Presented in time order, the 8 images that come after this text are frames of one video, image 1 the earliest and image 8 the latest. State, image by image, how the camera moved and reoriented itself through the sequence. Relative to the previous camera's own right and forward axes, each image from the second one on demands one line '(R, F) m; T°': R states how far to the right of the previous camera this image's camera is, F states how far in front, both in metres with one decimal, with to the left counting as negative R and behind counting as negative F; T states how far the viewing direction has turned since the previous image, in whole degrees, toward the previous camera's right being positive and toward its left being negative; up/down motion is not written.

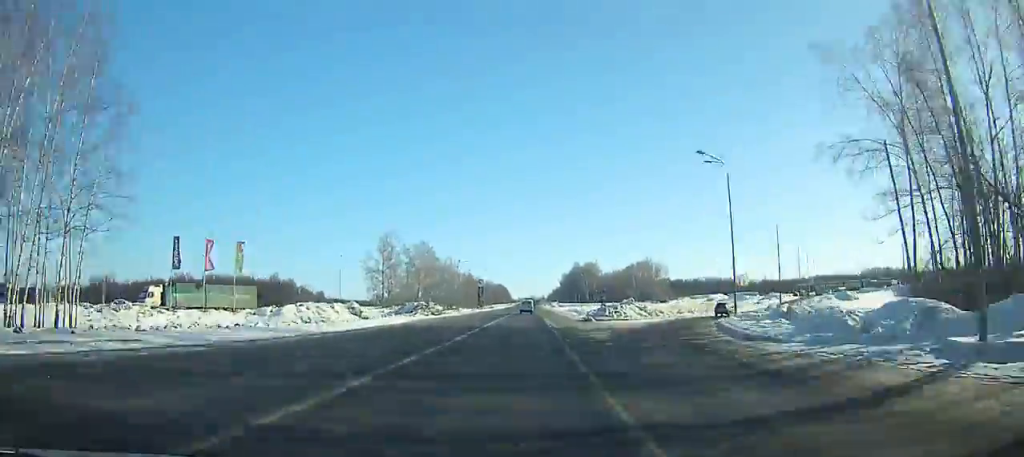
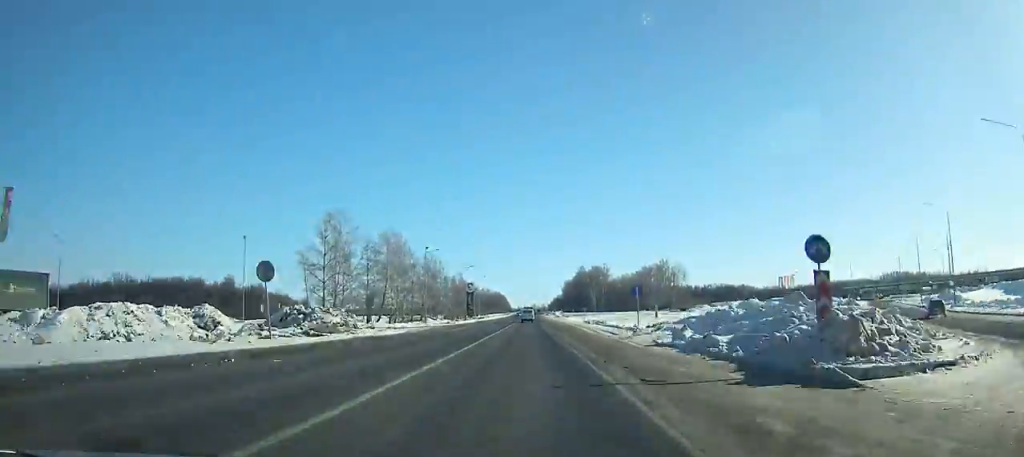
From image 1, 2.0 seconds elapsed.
(-0.1, +40.4) m; 0°
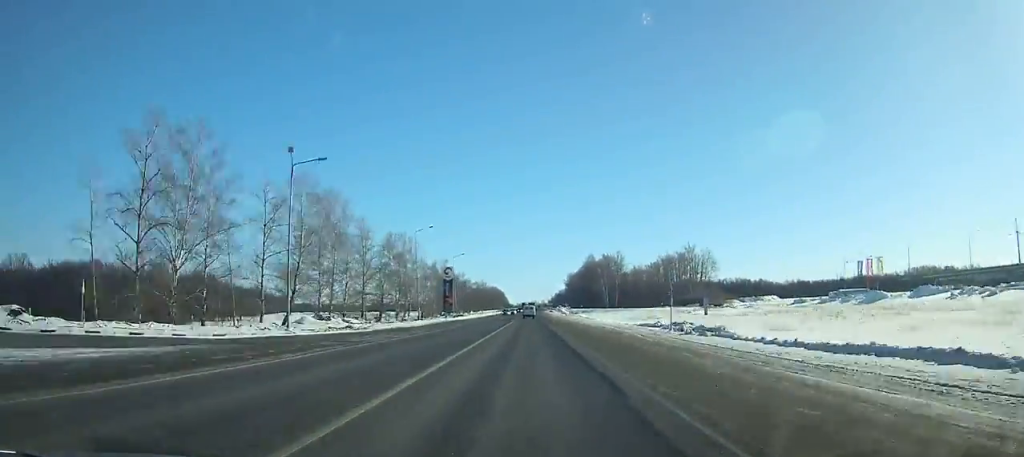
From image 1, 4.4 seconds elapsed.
(-0.2, +48.7) m; 0°
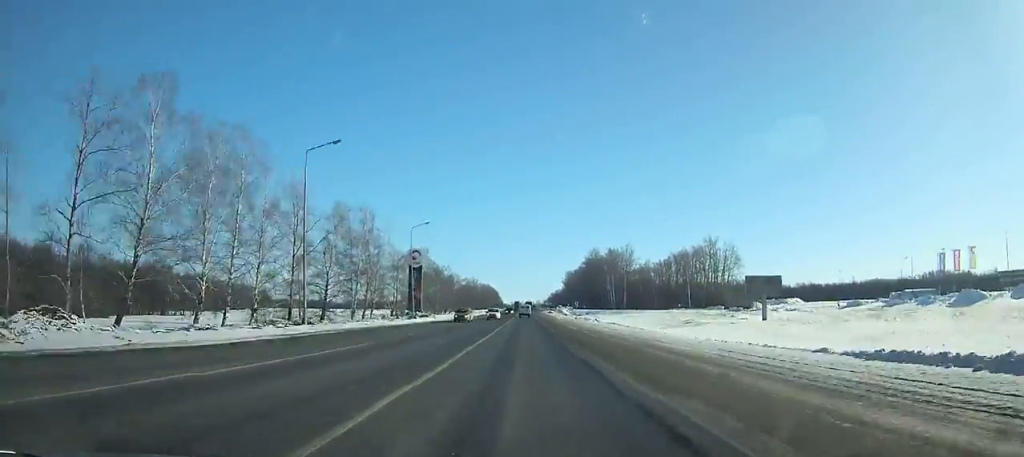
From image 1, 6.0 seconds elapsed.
(-0.1, +32.5) m; 0°
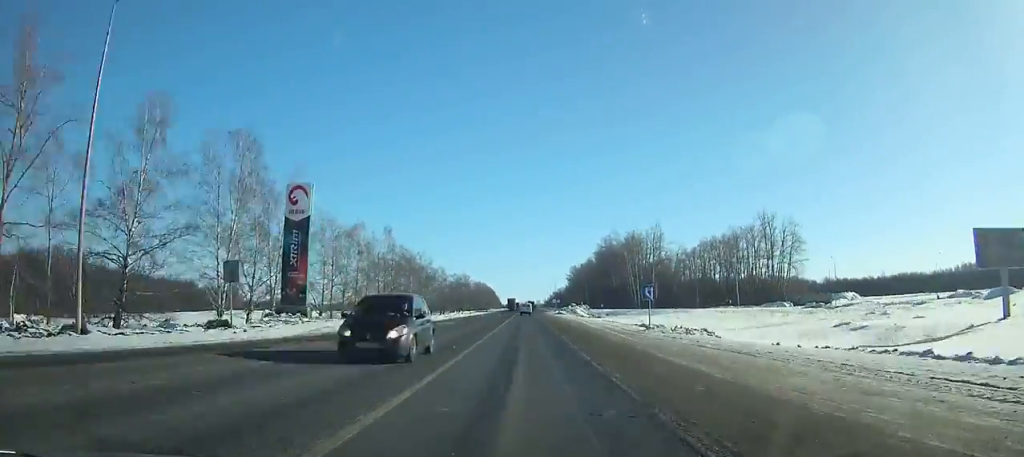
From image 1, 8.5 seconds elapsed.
(-0.1, +50.9) m; 0°
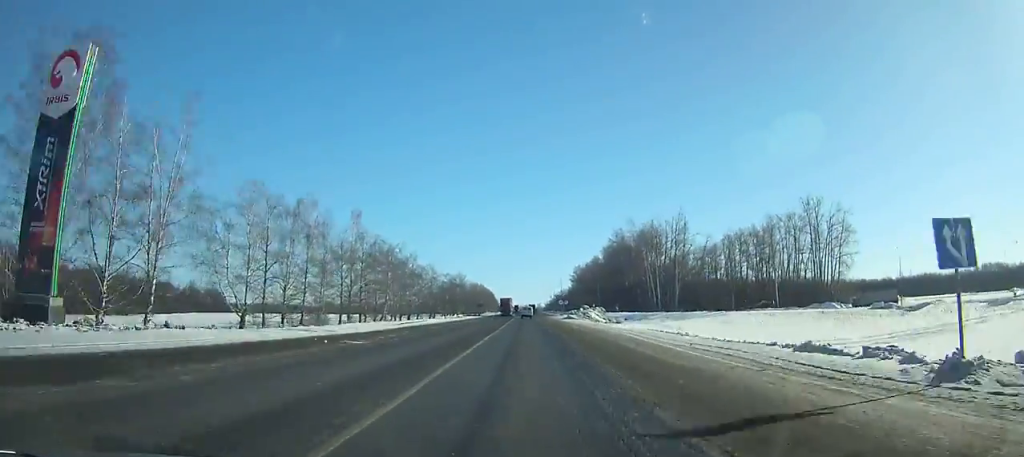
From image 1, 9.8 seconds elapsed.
(0.0, +26.4) m; 0°
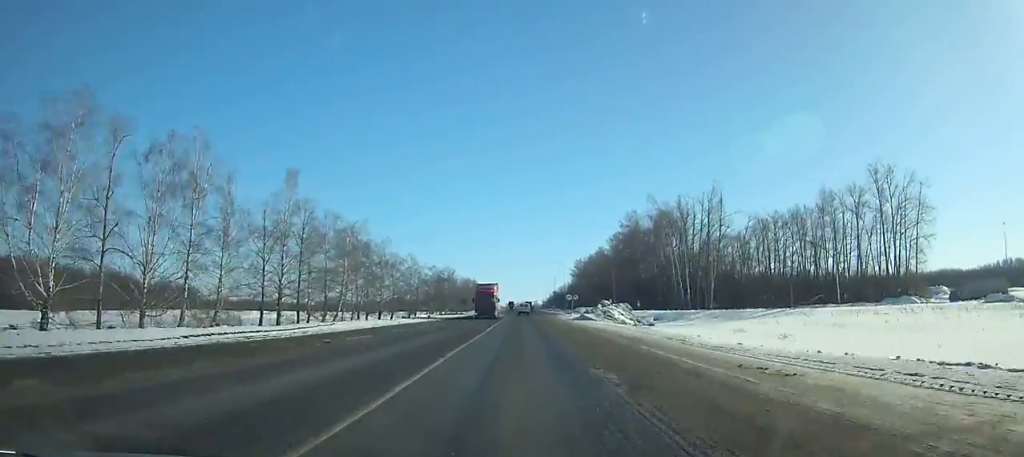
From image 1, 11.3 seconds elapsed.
(0.0, +30.5) m; 0°
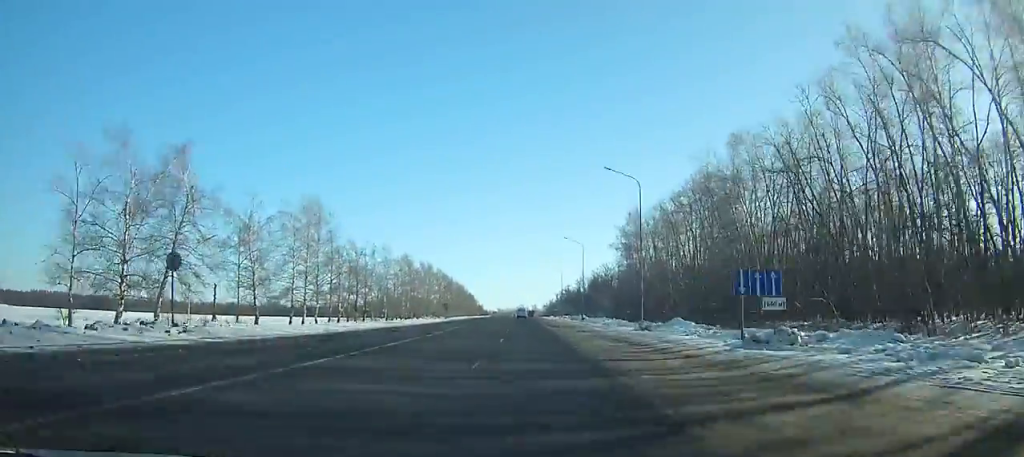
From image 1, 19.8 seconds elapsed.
(+1.8, +173.0) m; +1°
